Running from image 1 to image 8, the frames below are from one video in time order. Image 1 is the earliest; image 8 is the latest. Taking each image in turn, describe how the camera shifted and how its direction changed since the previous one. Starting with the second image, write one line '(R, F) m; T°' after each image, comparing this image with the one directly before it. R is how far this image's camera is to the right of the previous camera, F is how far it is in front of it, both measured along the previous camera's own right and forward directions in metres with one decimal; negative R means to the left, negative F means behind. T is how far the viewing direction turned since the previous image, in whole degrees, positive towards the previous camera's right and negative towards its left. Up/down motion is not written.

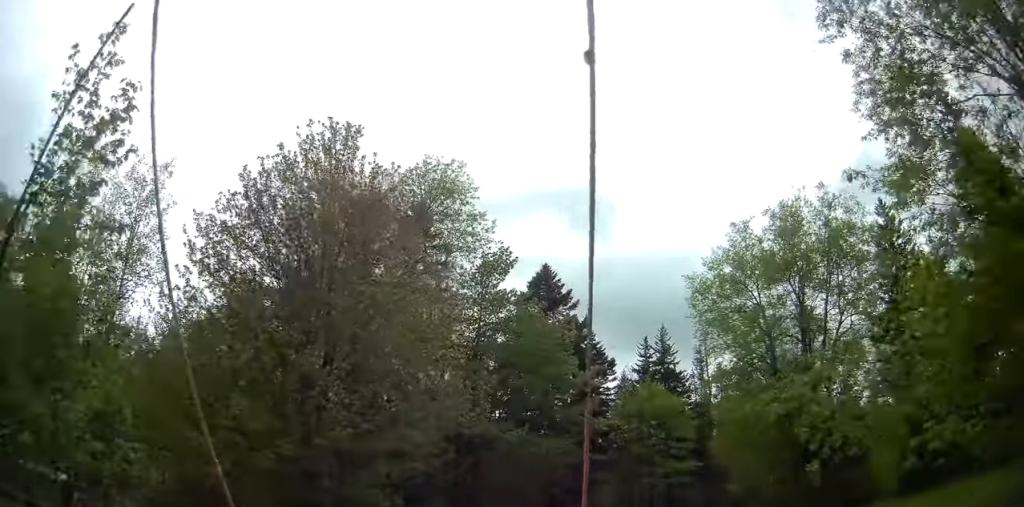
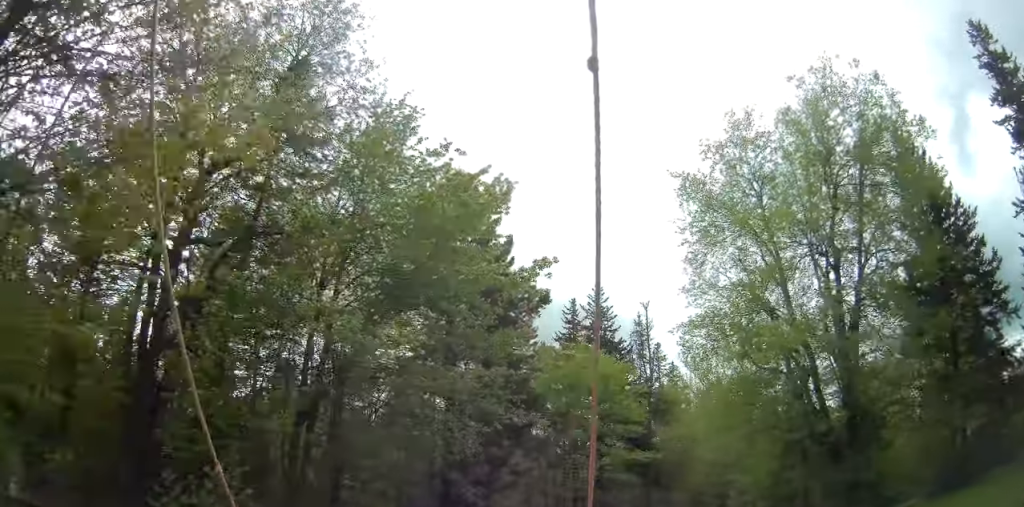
(+1.0, +13.0) m; +6°
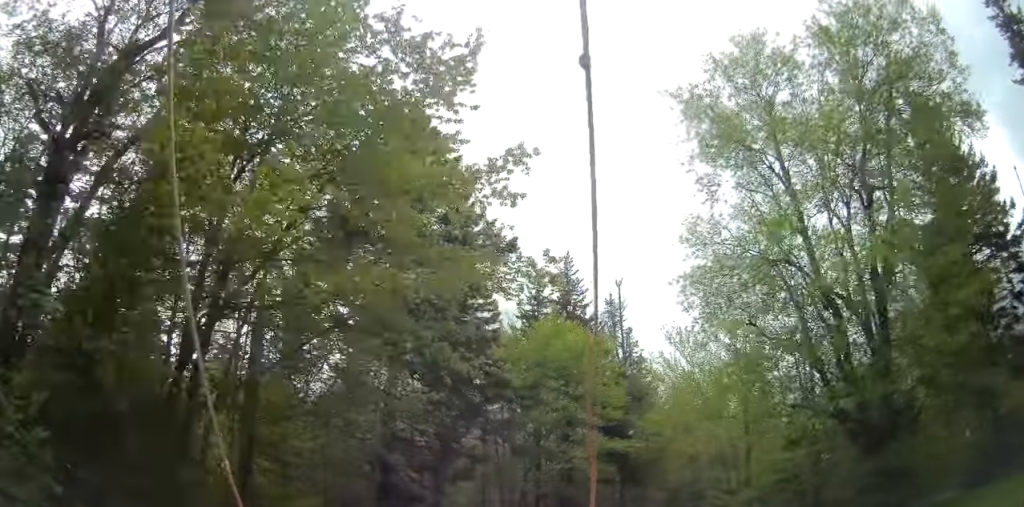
(+0.1, +5.9) m; +1°
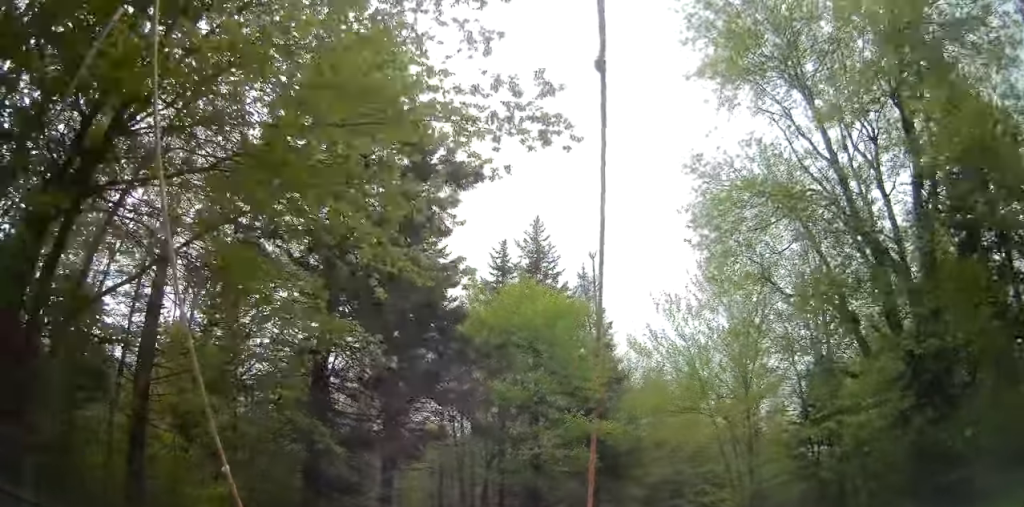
(0.0, +5.4) m; 0°
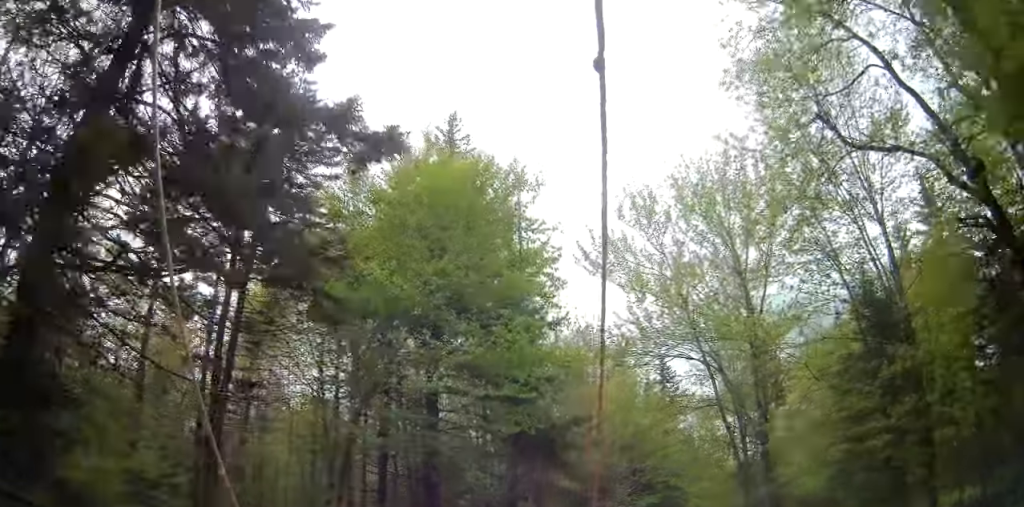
(+0.6, +10.5) m; +12°
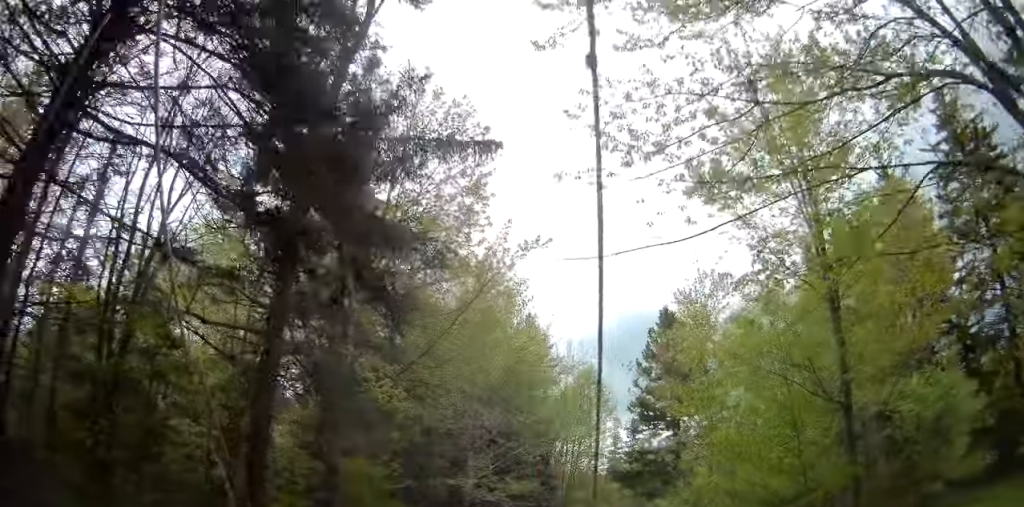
(+3.8, +14.9) m; +22°
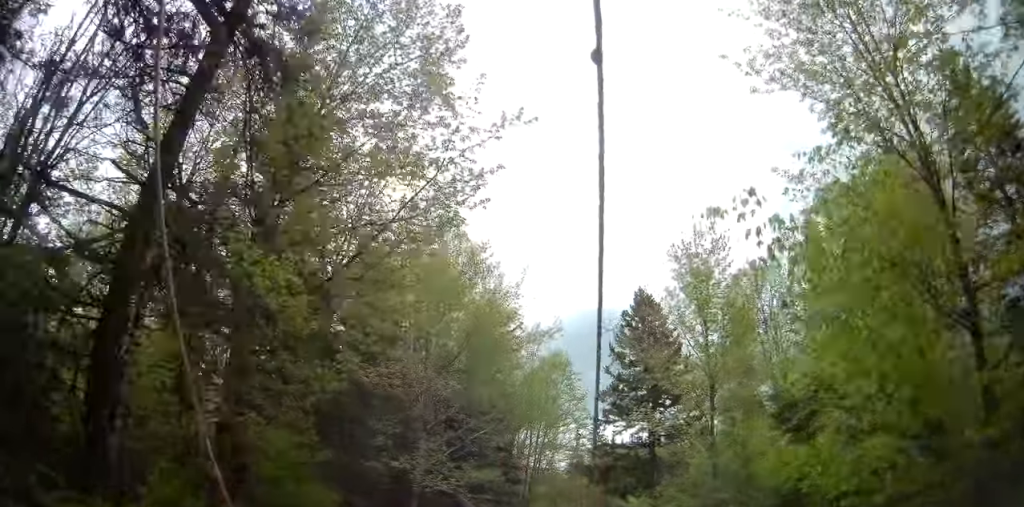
(0.0, +3.7) m; +1°
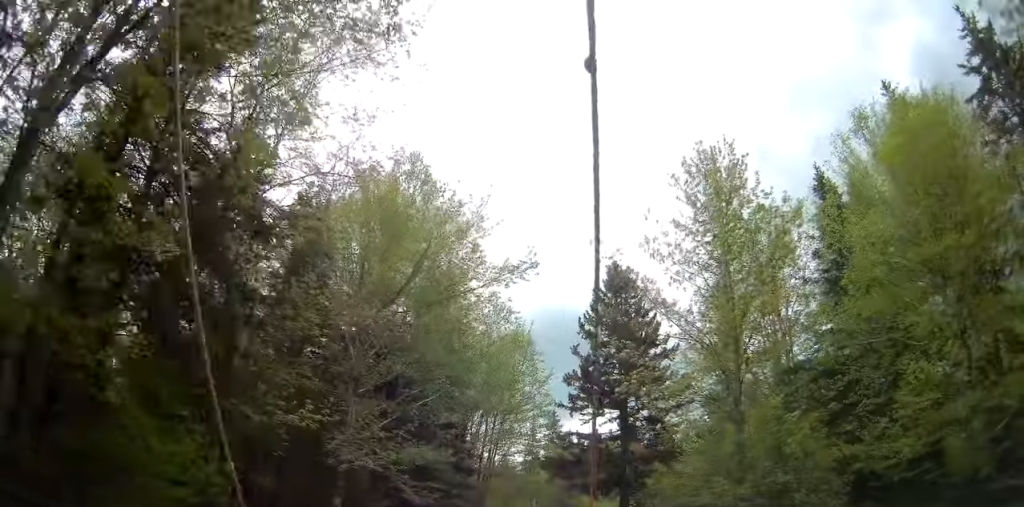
(+0.1, +4.5) m; +5°
